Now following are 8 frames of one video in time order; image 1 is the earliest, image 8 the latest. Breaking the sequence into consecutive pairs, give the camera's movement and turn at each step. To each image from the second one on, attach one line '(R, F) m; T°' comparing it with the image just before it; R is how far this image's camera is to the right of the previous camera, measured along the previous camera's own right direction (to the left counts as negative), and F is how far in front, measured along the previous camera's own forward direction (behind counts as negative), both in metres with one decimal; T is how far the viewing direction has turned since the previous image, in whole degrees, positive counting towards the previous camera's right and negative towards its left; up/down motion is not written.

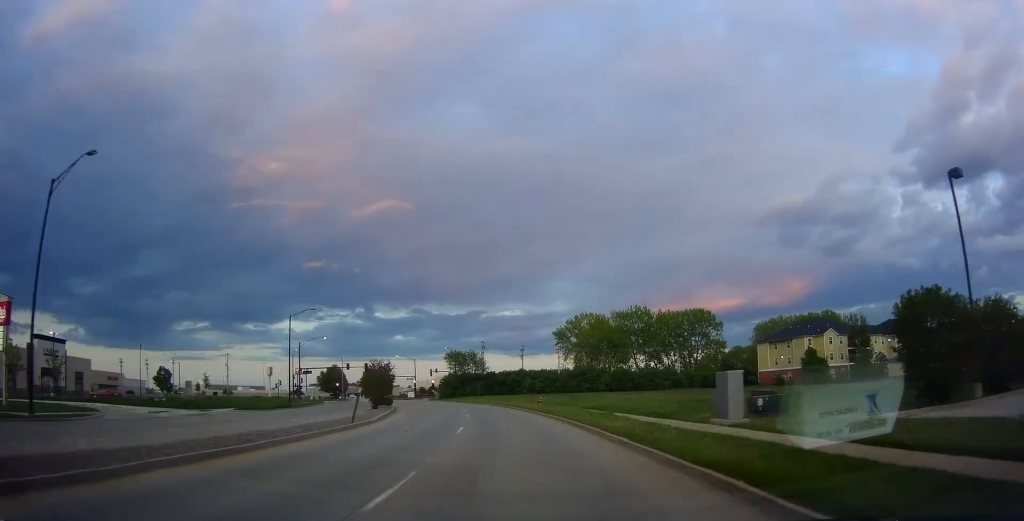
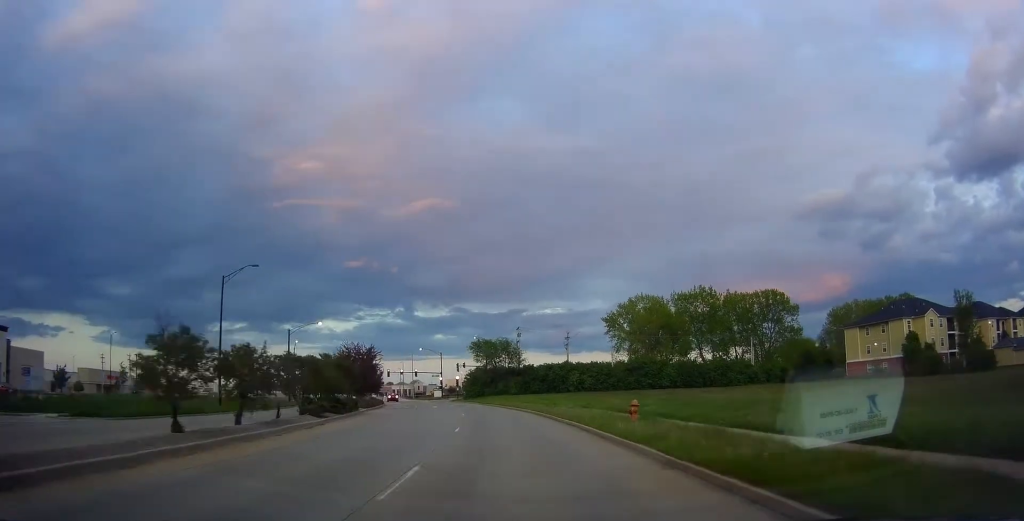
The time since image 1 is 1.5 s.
(-0.7, +24.0) m; -3°
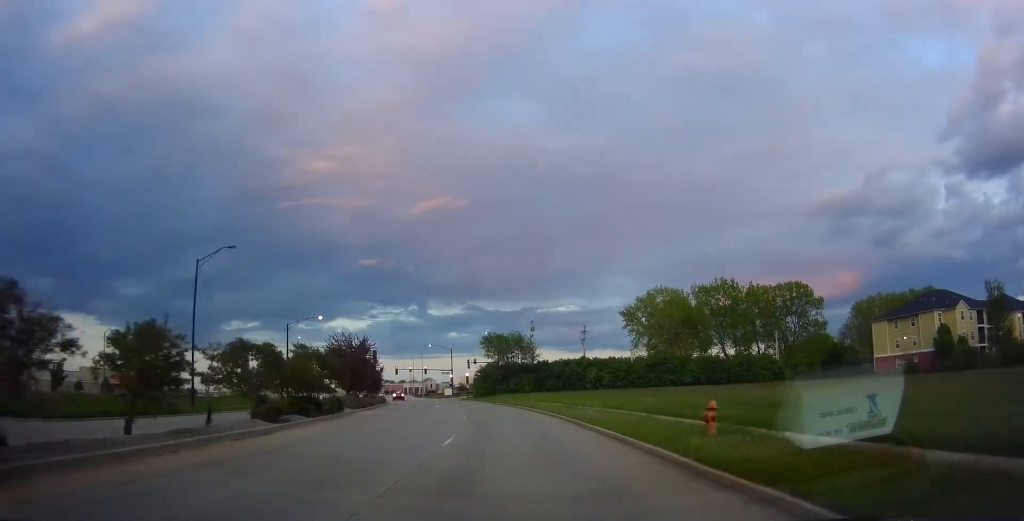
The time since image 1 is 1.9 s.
(+0.1, +6.5) m; -1°
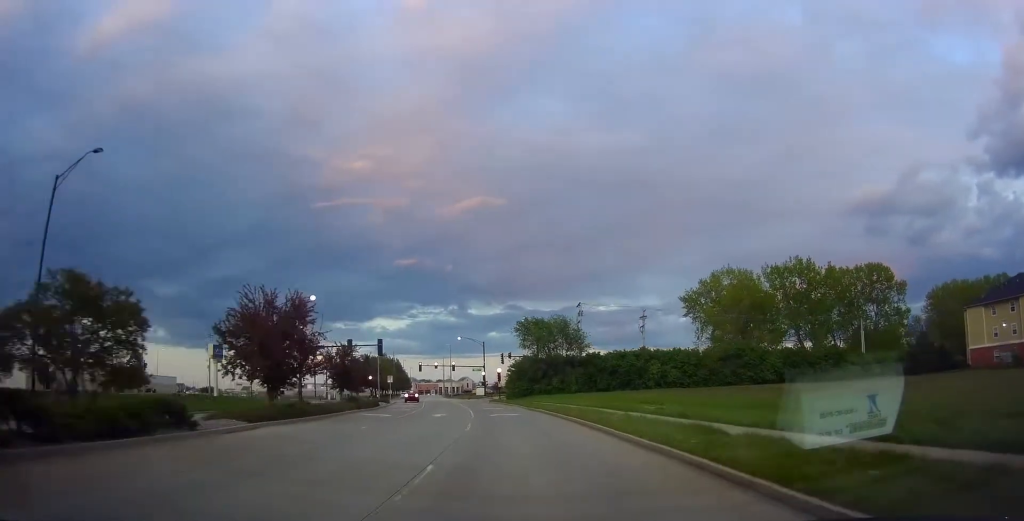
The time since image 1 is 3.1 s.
(-0.9, +19.0) m; -5°
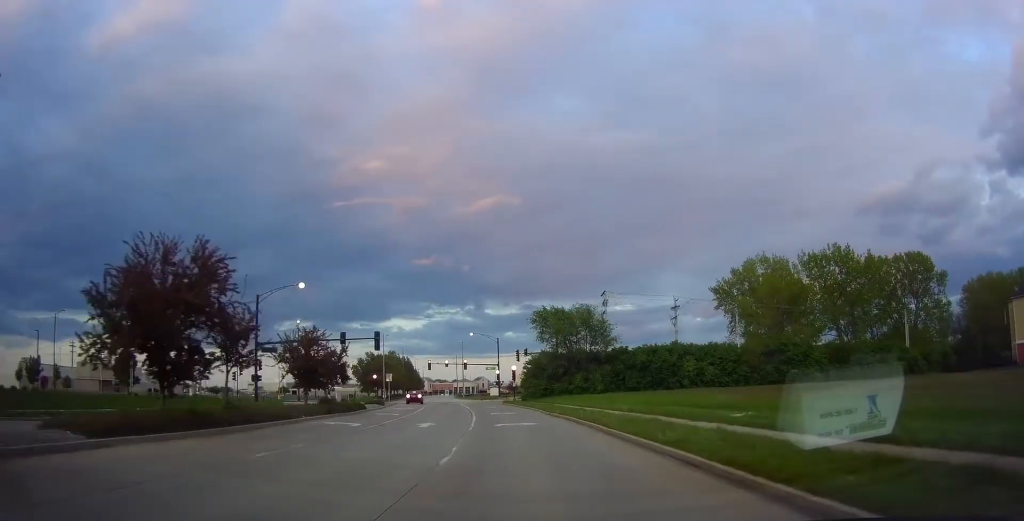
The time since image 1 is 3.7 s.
(-0.1, +9.3) m; -2°
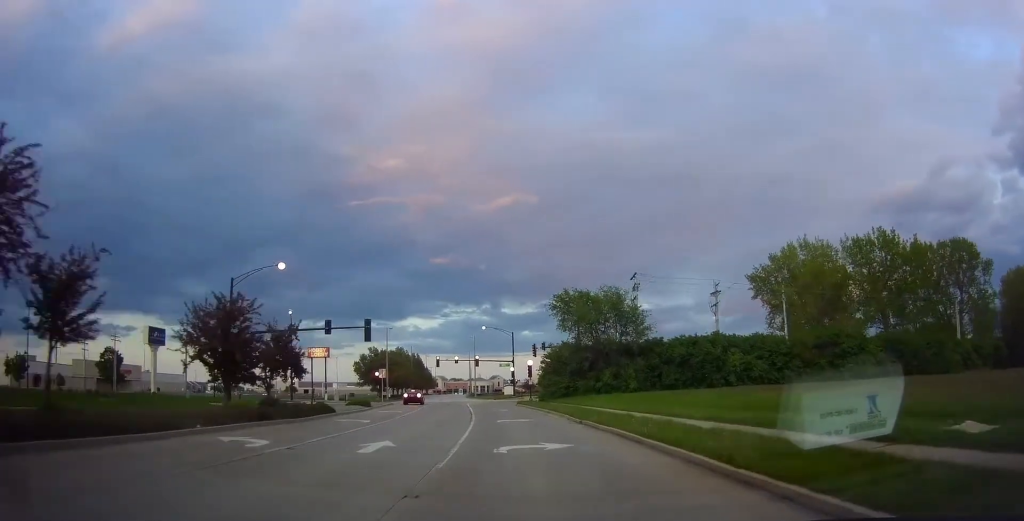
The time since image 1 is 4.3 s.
(-0.3, +9.9) m; -2°
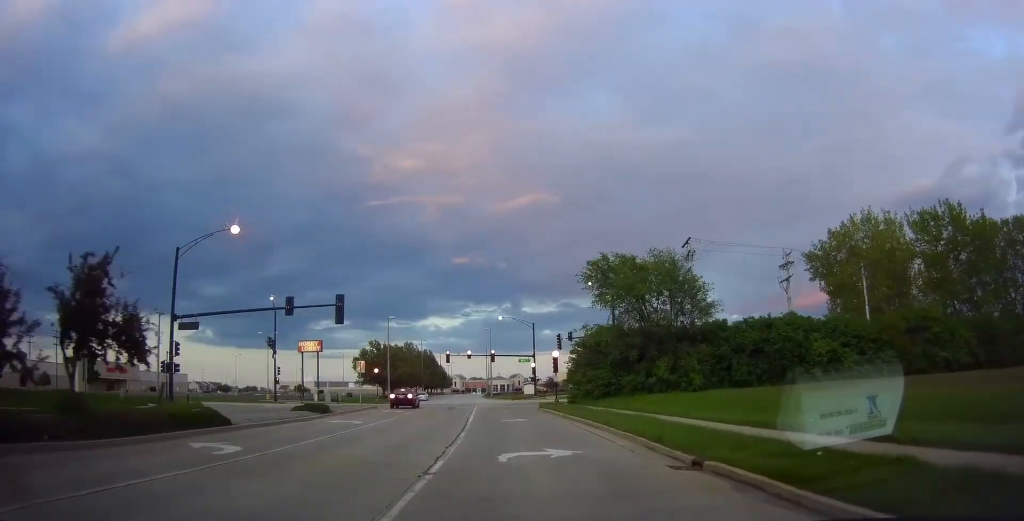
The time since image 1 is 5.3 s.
(-0.3, +13.2) m; -2°
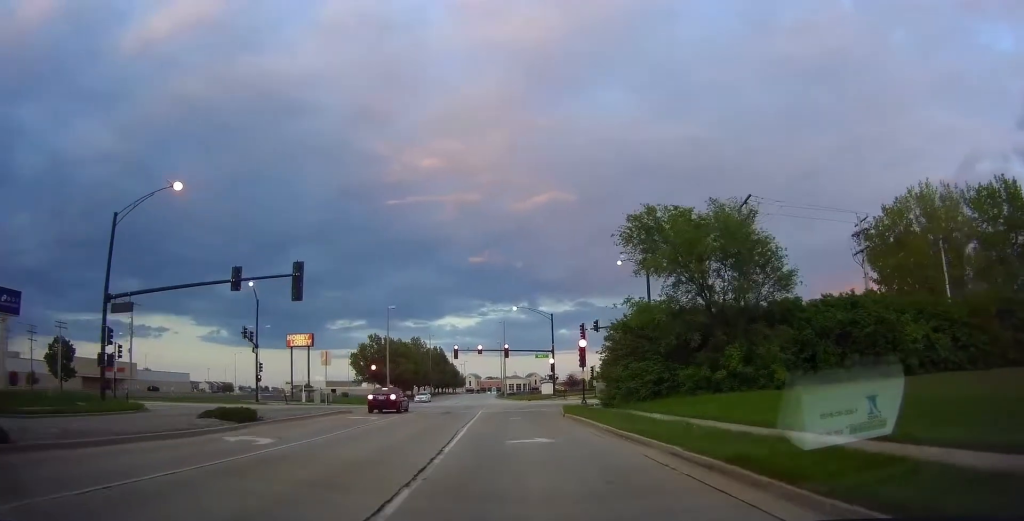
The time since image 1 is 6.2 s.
(-0.2, +10.5) m; -3°
